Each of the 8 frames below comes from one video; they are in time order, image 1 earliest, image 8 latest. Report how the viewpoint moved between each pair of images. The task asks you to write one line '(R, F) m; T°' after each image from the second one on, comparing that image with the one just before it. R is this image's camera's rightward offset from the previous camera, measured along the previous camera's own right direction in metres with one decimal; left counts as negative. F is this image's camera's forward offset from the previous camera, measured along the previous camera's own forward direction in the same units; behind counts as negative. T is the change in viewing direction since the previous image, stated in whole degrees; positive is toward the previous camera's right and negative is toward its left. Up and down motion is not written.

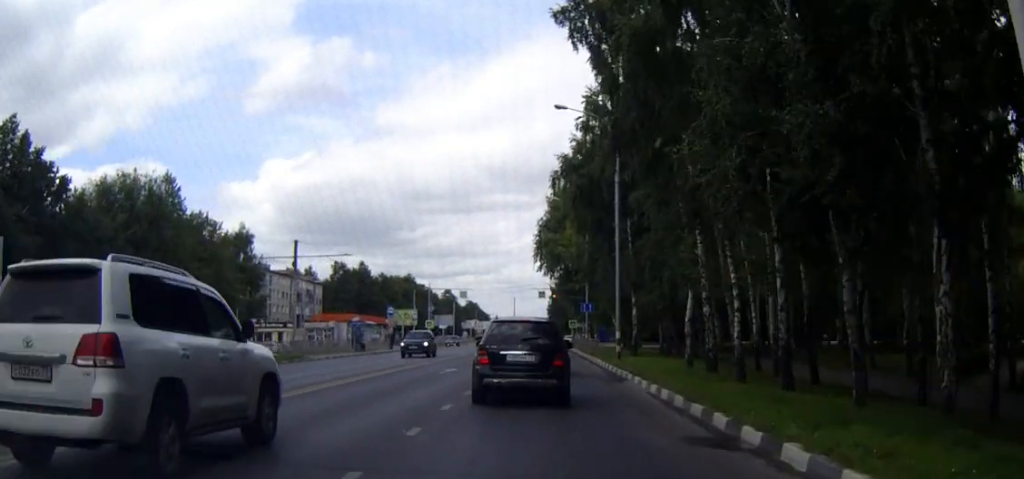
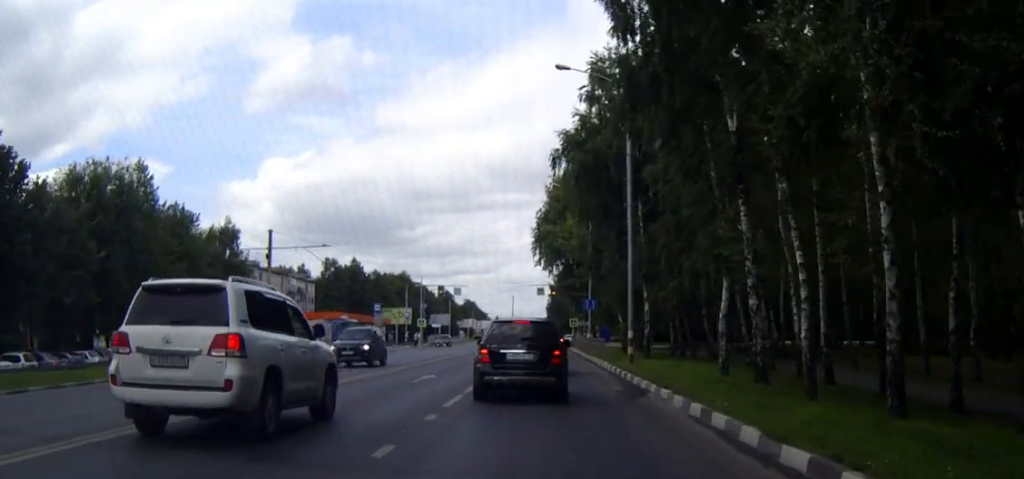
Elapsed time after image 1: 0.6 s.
(0.0, +6.1) m; +1°
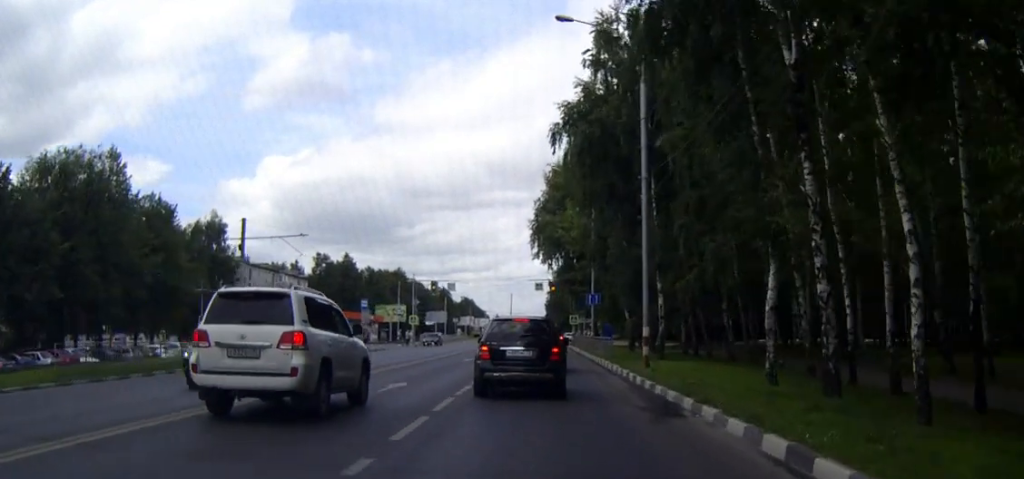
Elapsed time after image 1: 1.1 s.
(+0.1, +5.3) m; +1°
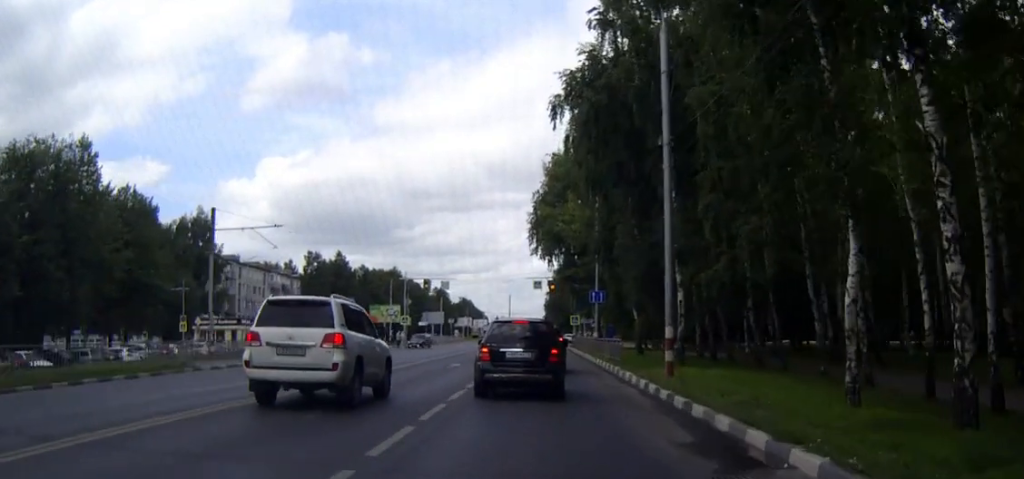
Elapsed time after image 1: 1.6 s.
(+0.1, +5.2) m; 0°
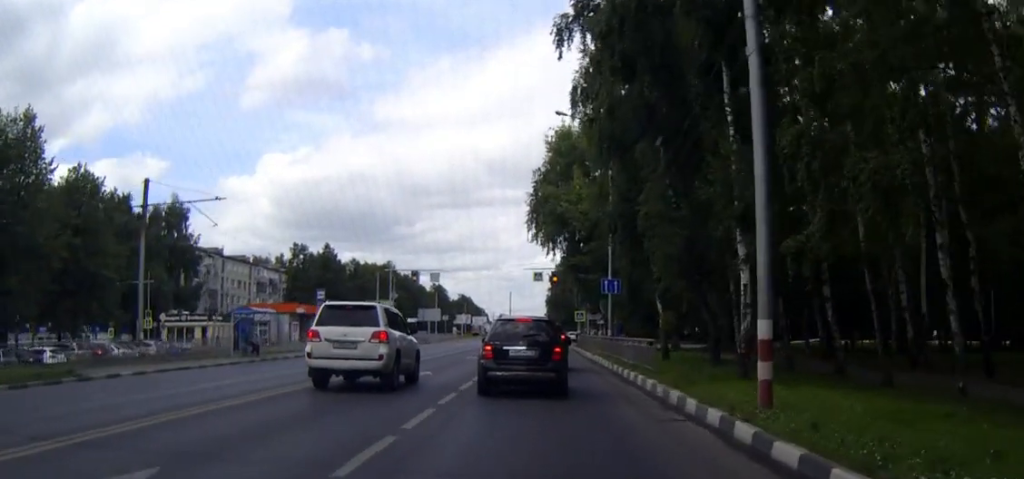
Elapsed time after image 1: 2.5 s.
(0.0, +9.5) m; -1°
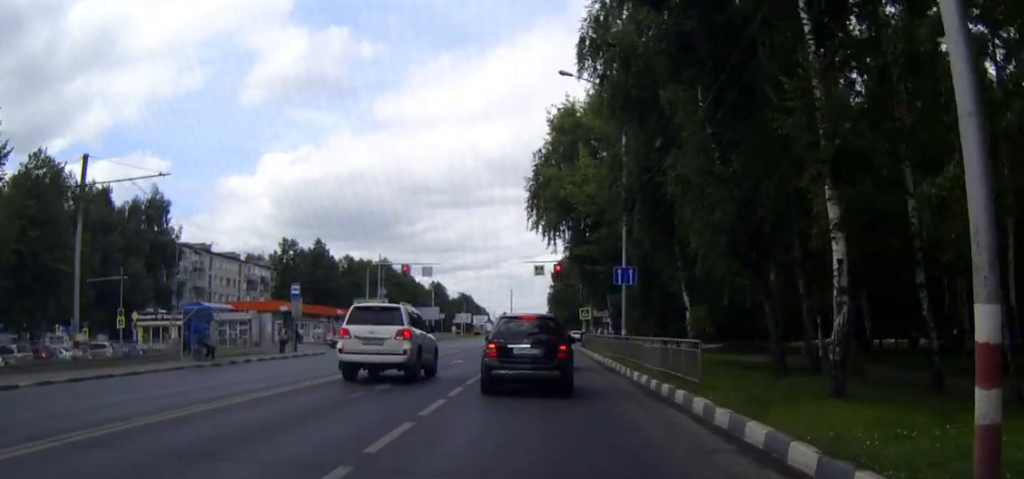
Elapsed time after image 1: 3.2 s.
(-0.1, +6.6) m; -4°
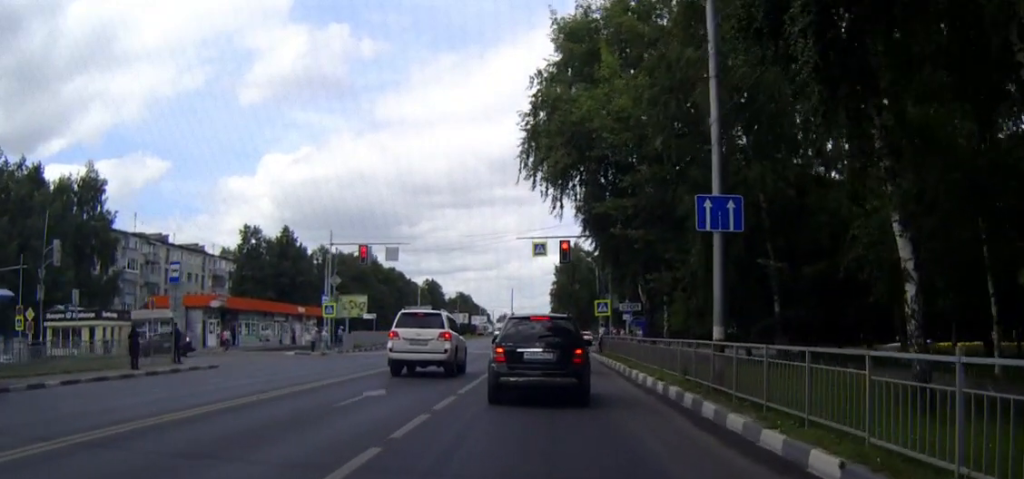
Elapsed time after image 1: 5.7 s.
(-0.6, +19.9) m; +1°
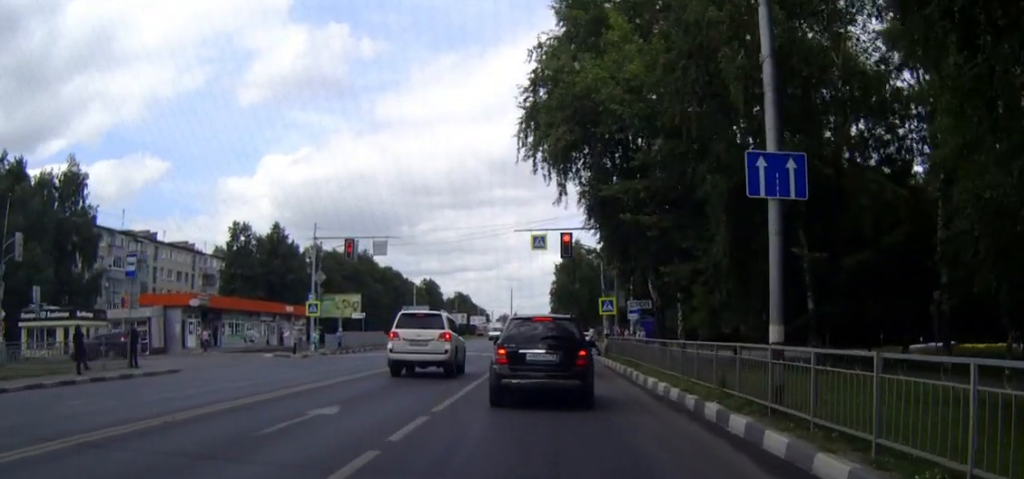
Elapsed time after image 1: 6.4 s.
(-0.1, +4.7) m; +1°
